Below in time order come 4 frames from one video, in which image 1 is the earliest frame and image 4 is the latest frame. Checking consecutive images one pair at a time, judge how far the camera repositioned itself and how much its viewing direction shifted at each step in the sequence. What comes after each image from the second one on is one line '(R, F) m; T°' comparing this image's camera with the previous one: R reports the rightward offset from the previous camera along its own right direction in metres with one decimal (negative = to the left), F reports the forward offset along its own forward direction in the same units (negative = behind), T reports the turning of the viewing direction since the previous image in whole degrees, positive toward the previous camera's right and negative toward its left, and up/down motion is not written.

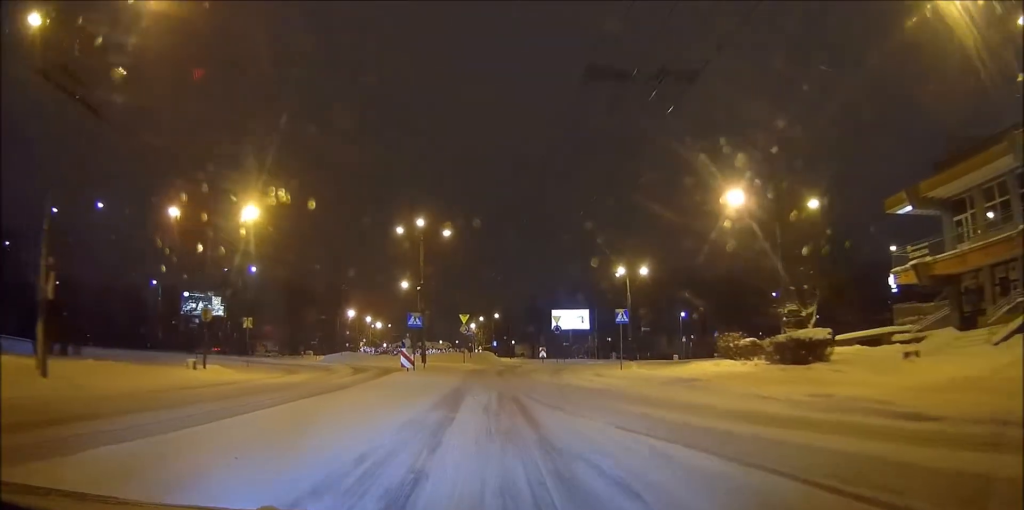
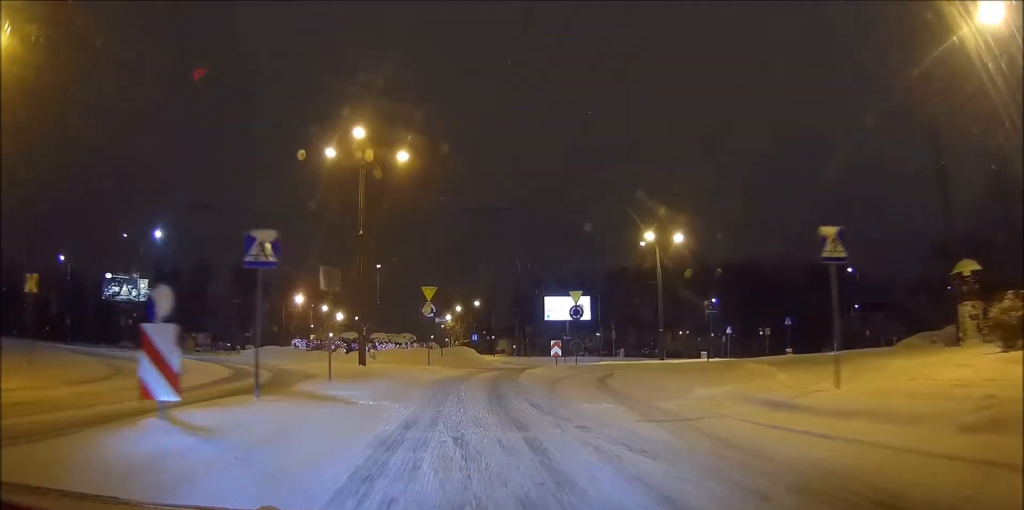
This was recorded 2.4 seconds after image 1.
(0.0, +21.1) m; 0°
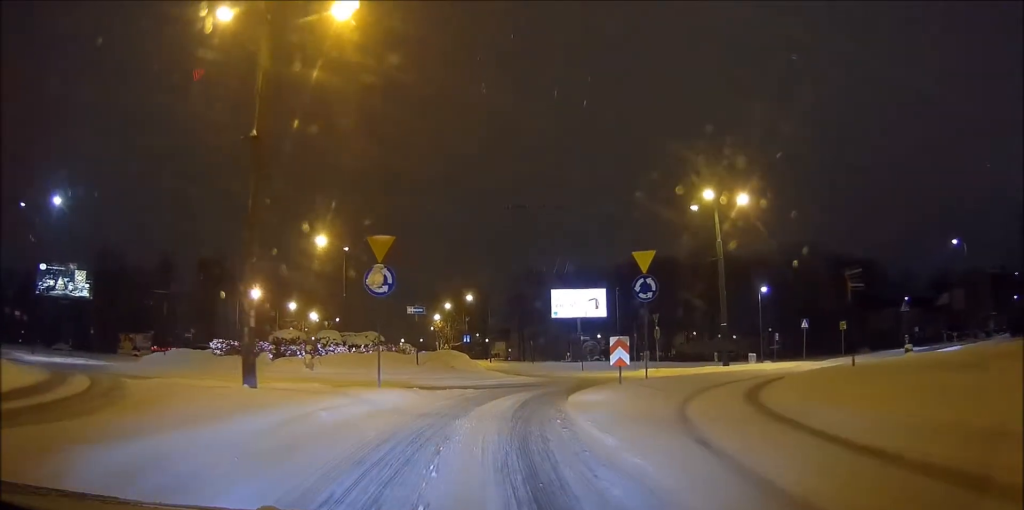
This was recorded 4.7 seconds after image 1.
(0.0, +16.3) m; -1°
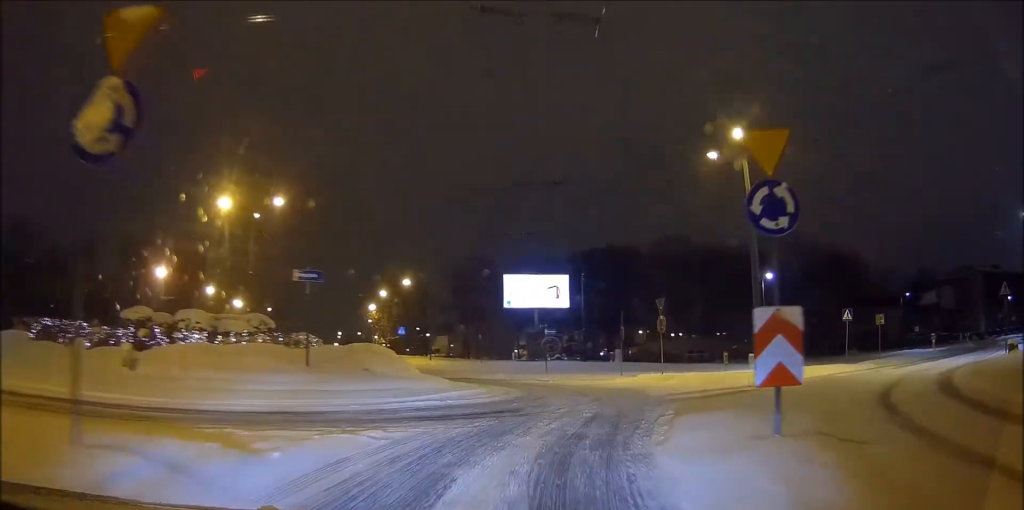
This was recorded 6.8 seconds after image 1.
(+0.5, +12.0) m; +9°
